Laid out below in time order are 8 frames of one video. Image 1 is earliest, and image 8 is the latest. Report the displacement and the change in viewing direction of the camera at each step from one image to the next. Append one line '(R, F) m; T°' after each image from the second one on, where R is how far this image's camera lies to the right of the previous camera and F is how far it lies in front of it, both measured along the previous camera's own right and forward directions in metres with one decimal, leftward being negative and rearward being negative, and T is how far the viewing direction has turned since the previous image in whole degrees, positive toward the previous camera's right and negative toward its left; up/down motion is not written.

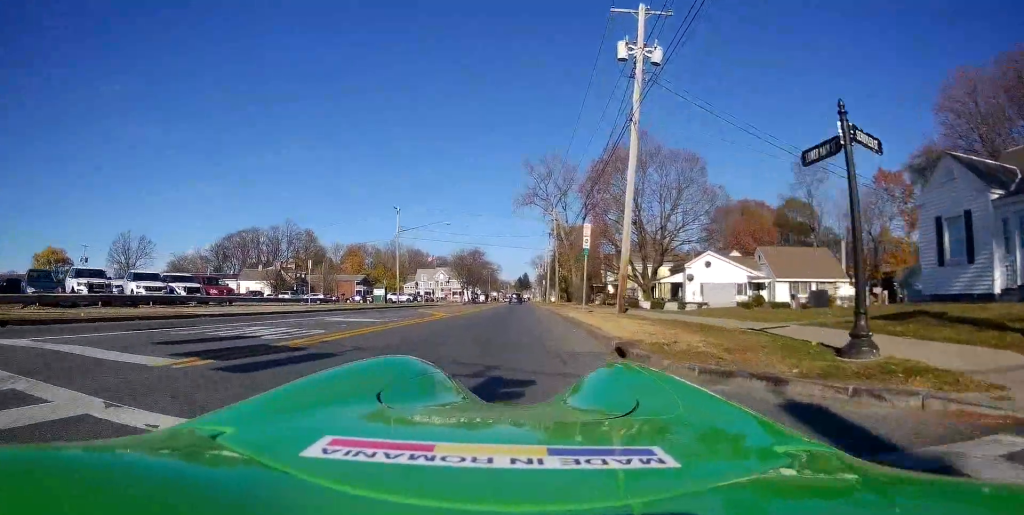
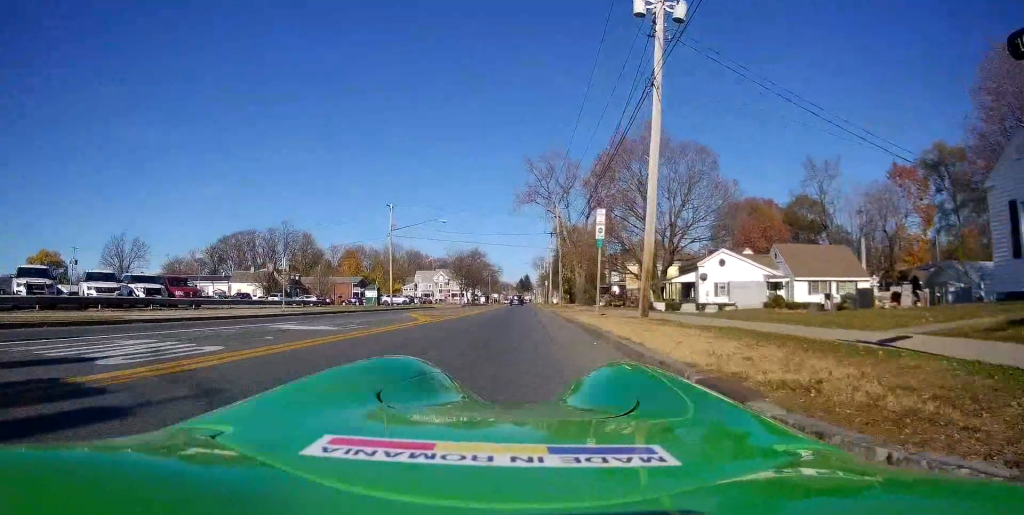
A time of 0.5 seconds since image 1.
(0.0, +3.9) m; 0°
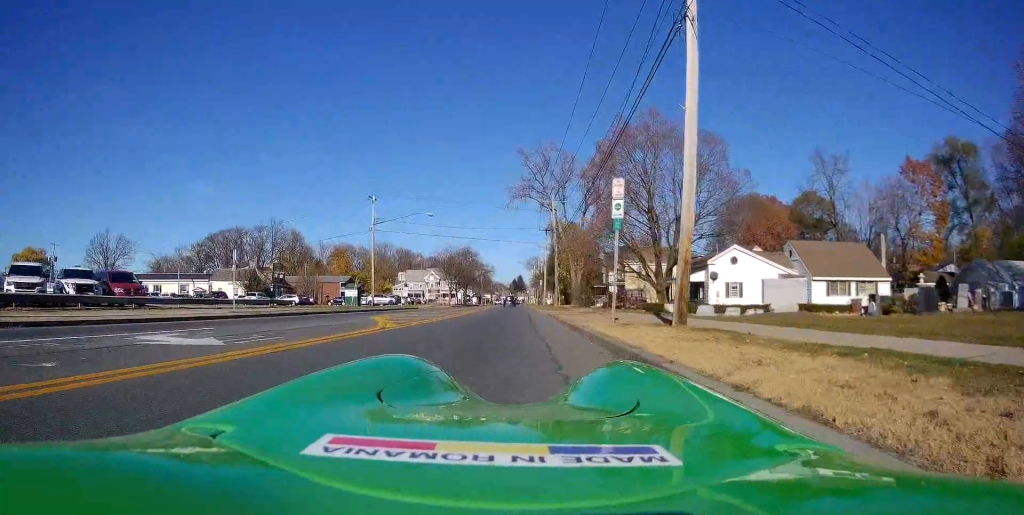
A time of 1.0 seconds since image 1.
(+0.2, +4.9) m; 0°
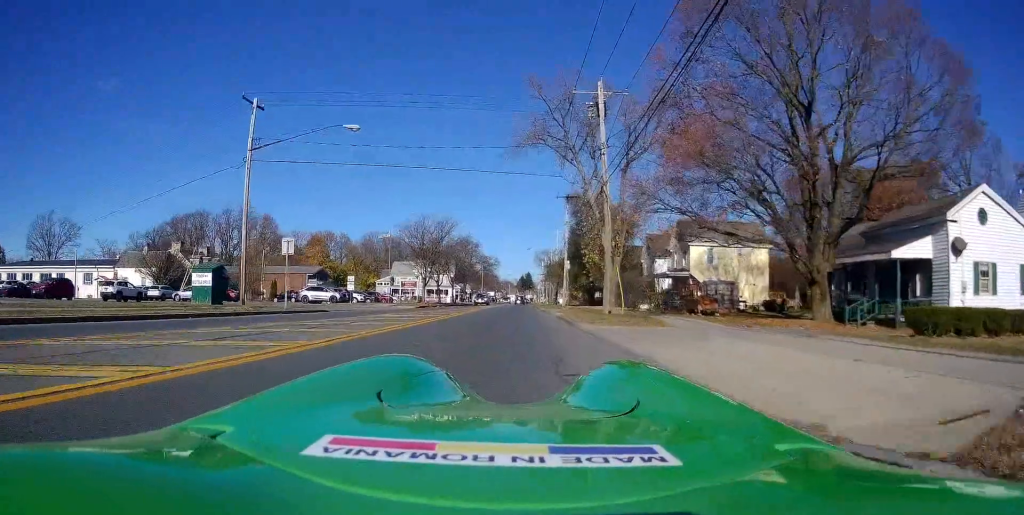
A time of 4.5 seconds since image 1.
(+0.4, +28.4) m; 0°
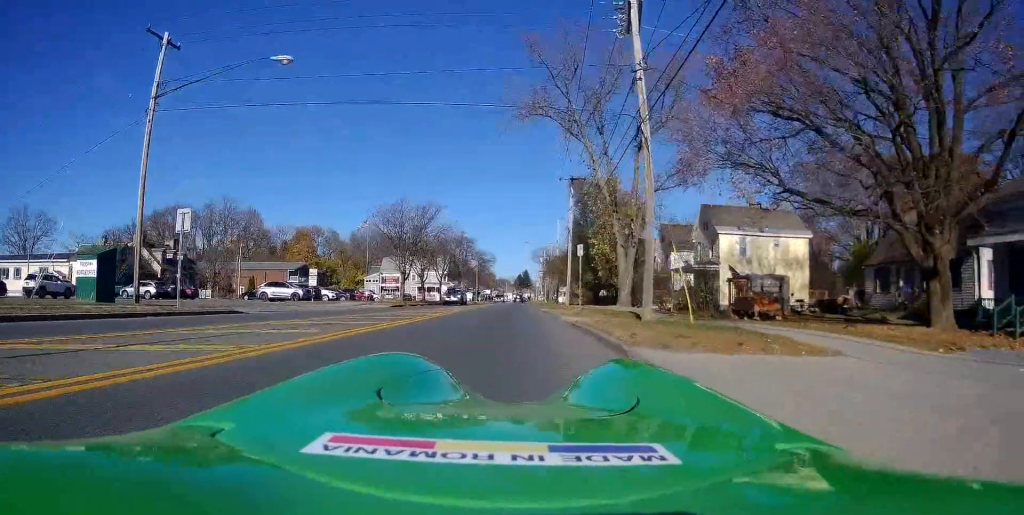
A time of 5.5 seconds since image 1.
(-0.2, +9.2) m; +1°
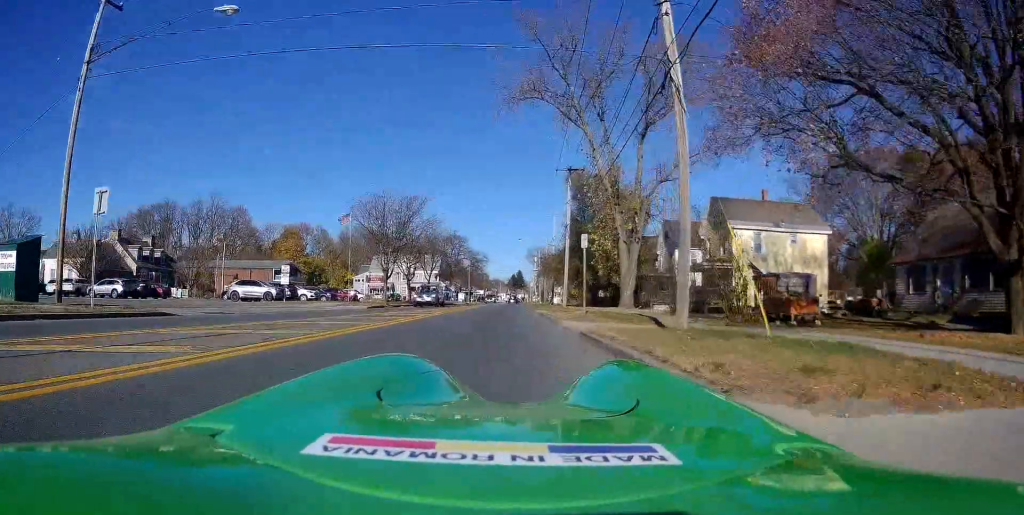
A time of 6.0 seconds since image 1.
(+0.1, +4.2) m; +1°
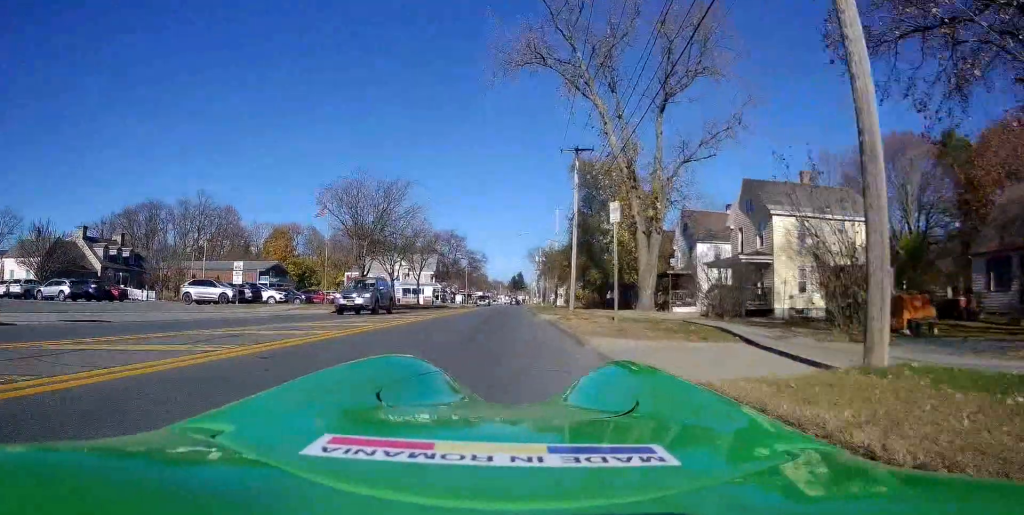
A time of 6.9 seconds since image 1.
(+0.1, +6.9) m; +1°
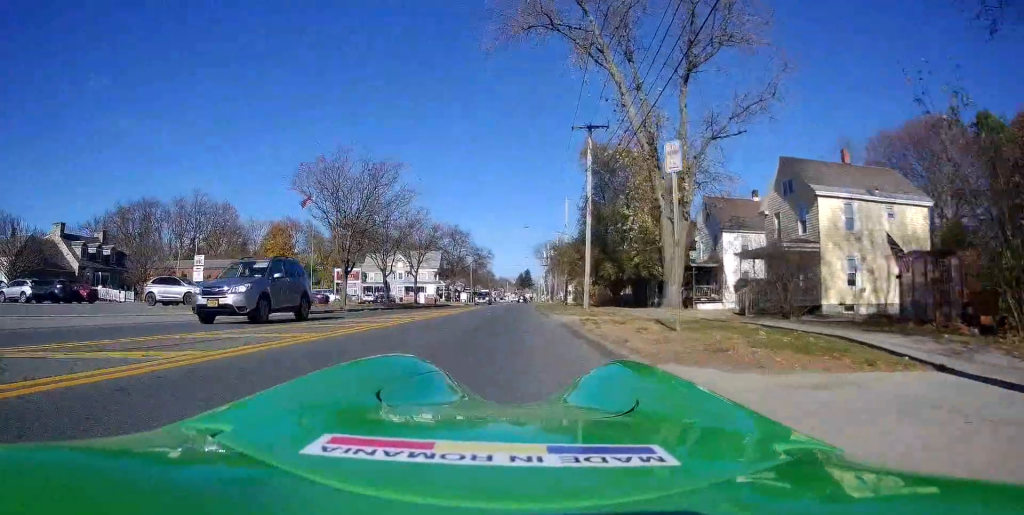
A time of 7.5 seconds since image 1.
(0.0, +4.8) m; 0°
